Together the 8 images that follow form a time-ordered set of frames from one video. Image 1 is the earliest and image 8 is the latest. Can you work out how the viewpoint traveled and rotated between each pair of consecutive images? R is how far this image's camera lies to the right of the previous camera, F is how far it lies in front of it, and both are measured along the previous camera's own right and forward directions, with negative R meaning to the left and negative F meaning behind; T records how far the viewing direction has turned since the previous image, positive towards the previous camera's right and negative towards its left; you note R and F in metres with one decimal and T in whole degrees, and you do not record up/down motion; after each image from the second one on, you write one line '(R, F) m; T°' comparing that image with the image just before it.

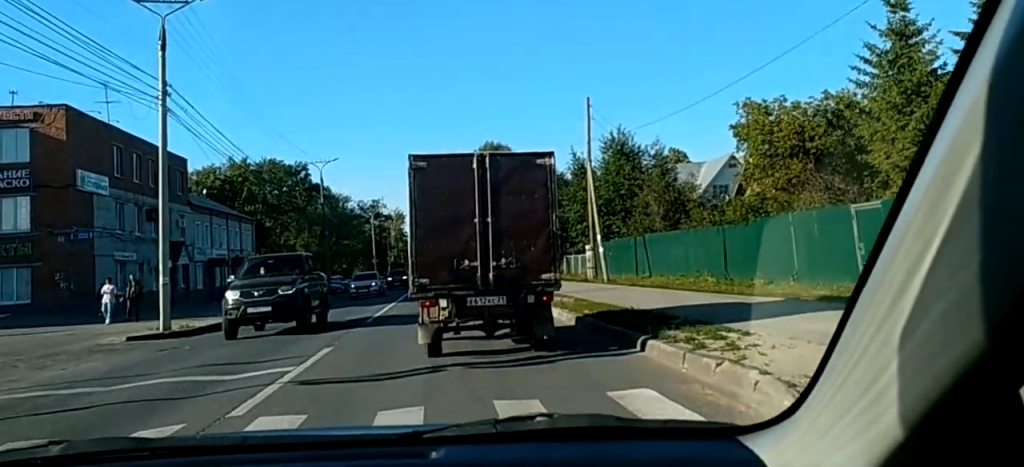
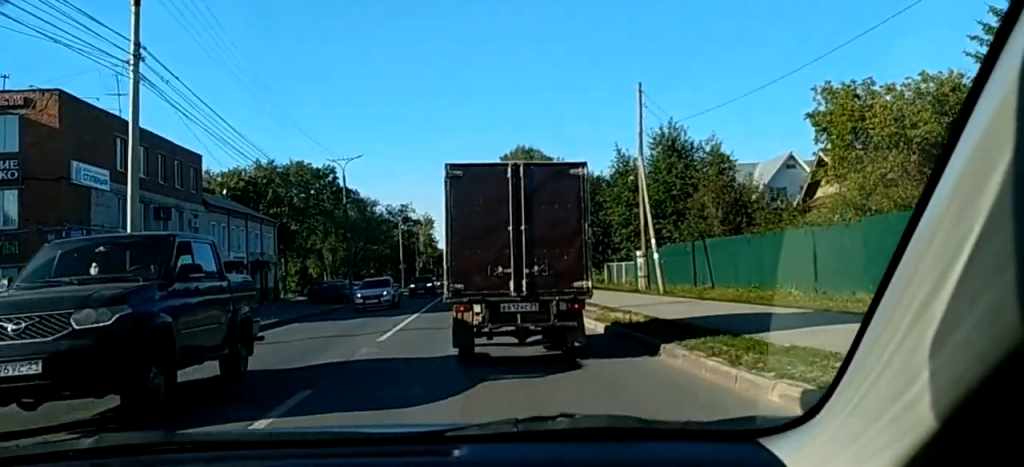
(+0.1, +5.3) m; +1°
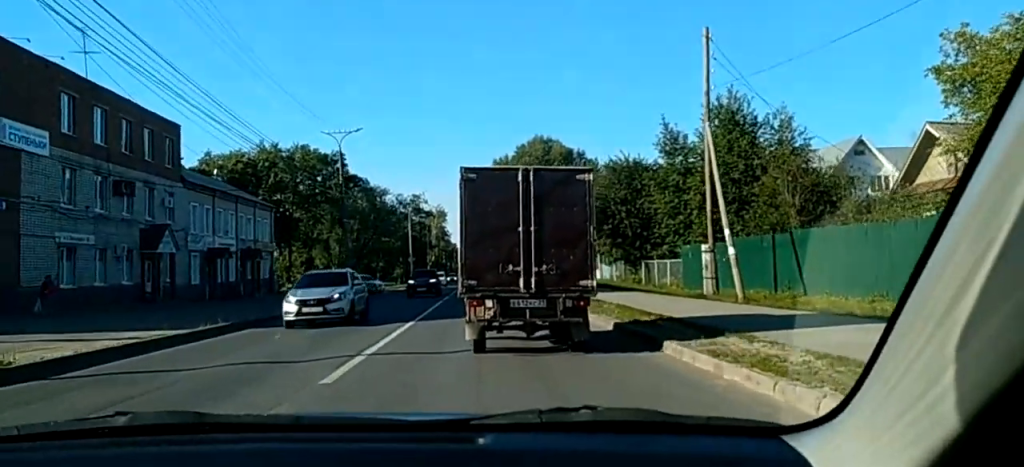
(0.0, +8.3) m; 0°
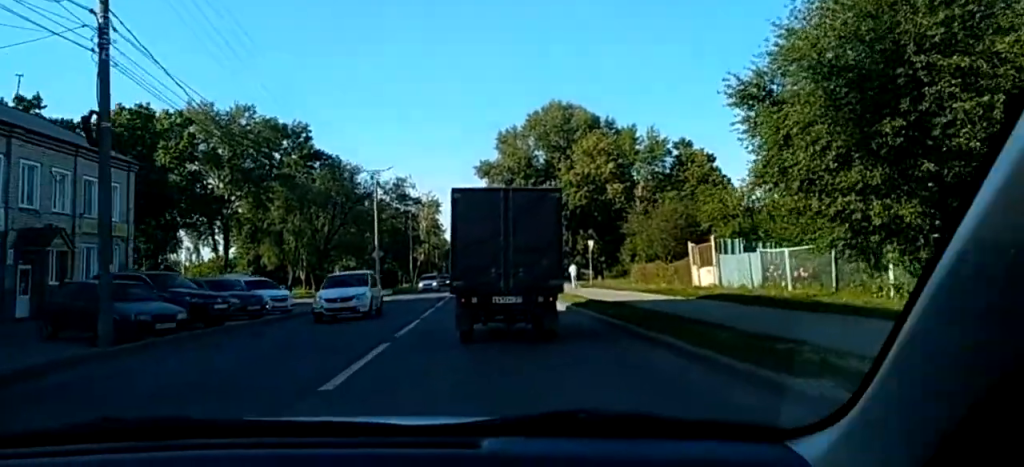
(-1.4, +32.6) m; -4°
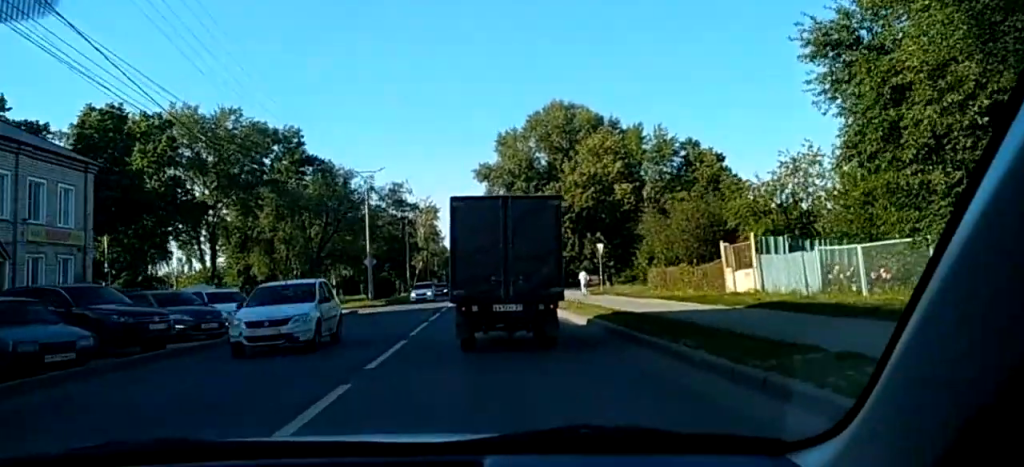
(0.0, +4.7) m; 0°
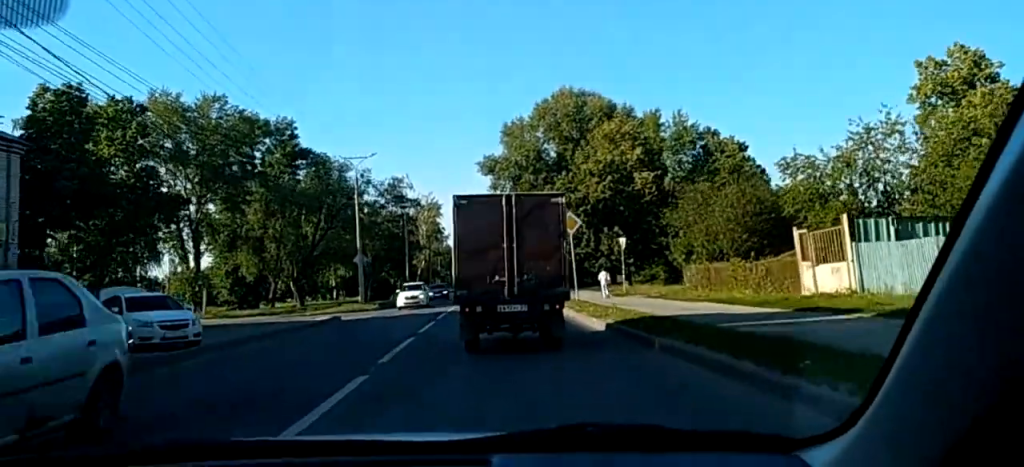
(0.0, +7.2) m; +1°
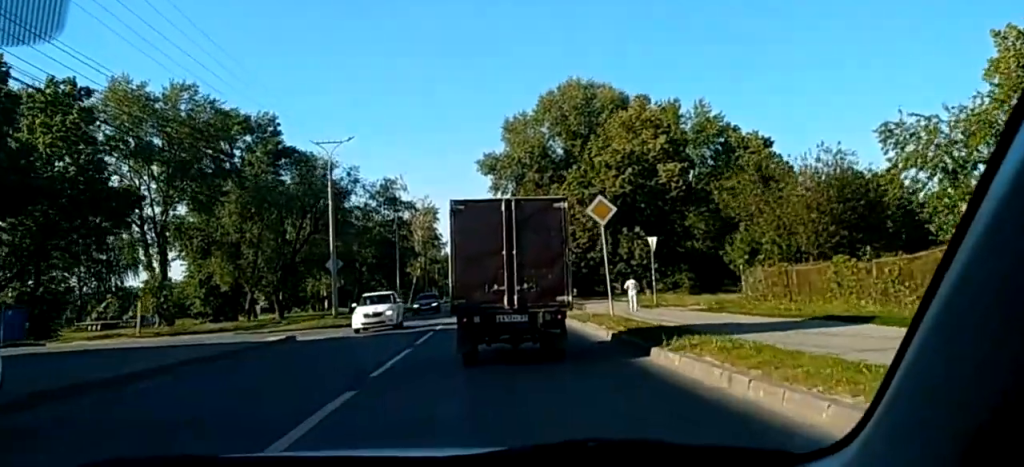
(+0.1, +8.7) m; 0°
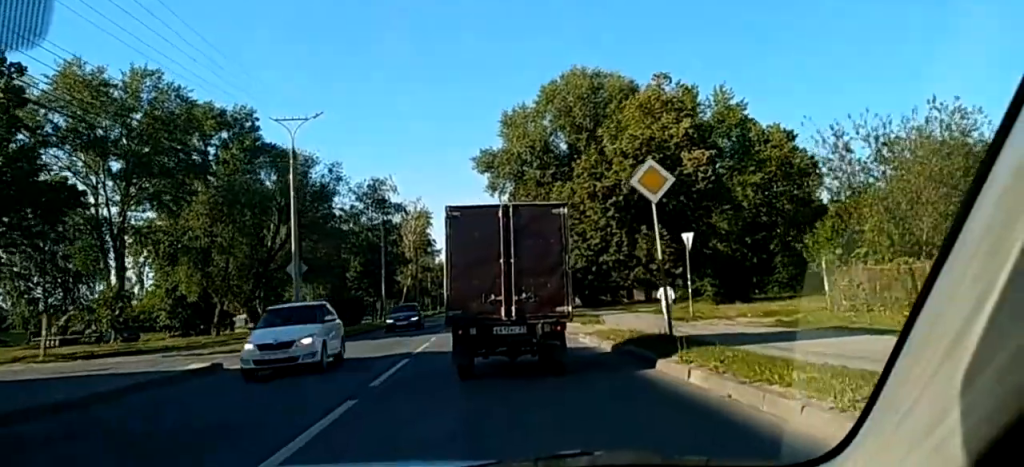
(+0.2, +7.3) m; 0°
